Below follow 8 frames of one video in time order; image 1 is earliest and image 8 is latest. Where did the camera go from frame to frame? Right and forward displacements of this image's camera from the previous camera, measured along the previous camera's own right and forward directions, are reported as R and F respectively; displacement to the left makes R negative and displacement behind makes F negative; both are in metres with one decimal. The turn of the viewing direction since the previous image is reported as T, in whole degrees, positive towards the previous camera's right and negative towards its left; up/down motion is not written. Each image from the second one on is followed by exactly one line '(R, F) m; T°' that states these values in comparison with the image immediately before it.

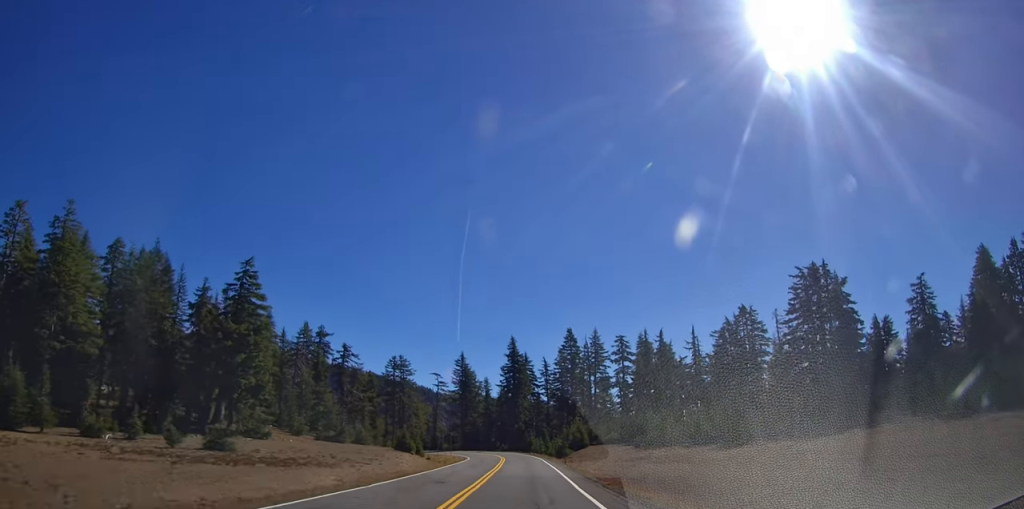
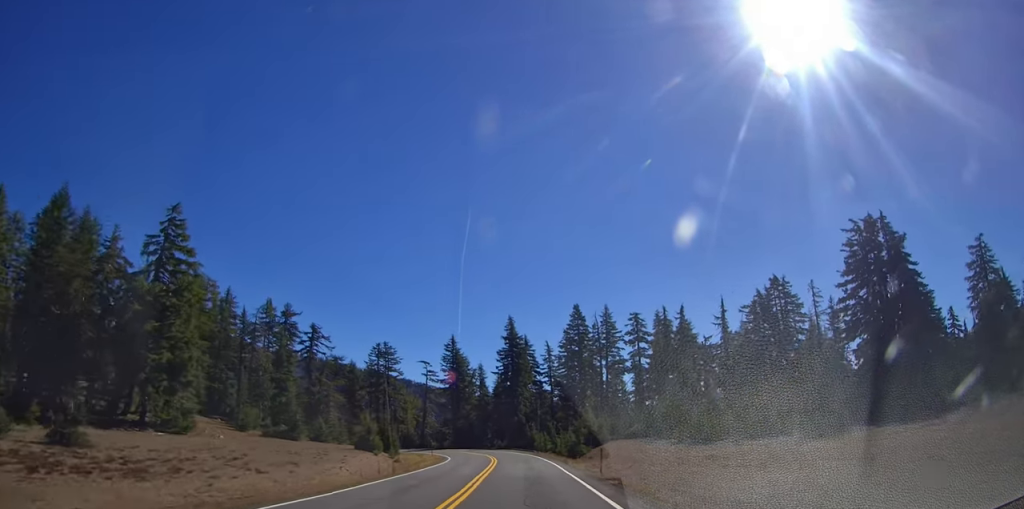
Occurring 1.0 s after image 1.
(0.0, +18.0) m; 0°
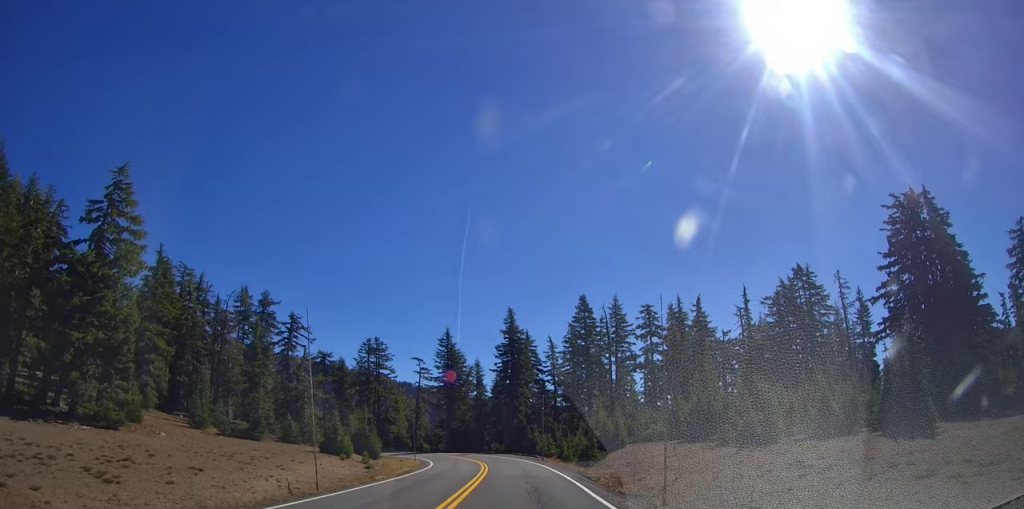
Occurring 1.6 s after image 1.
(0.0, +10.1) m; 0°
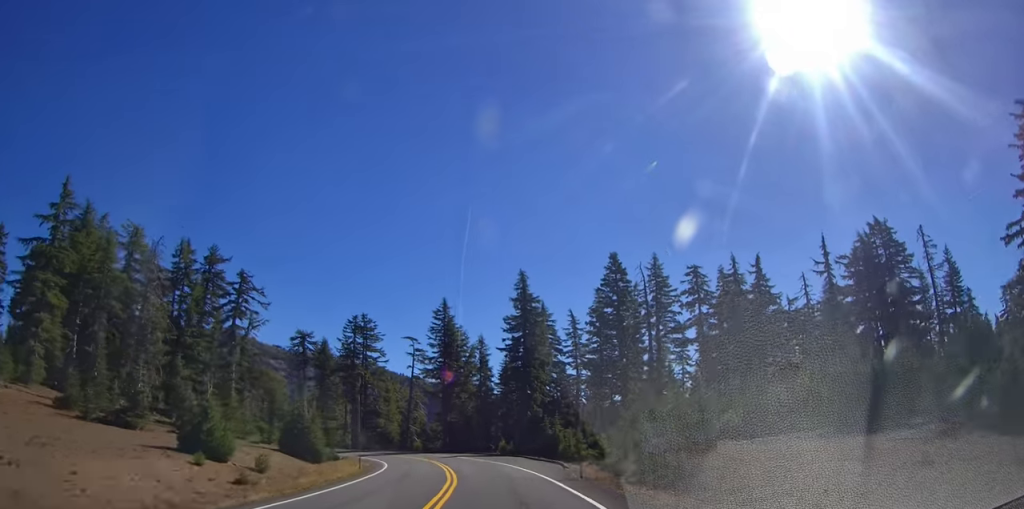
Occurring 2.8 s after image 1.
(0.0, +21.9) m; 0°
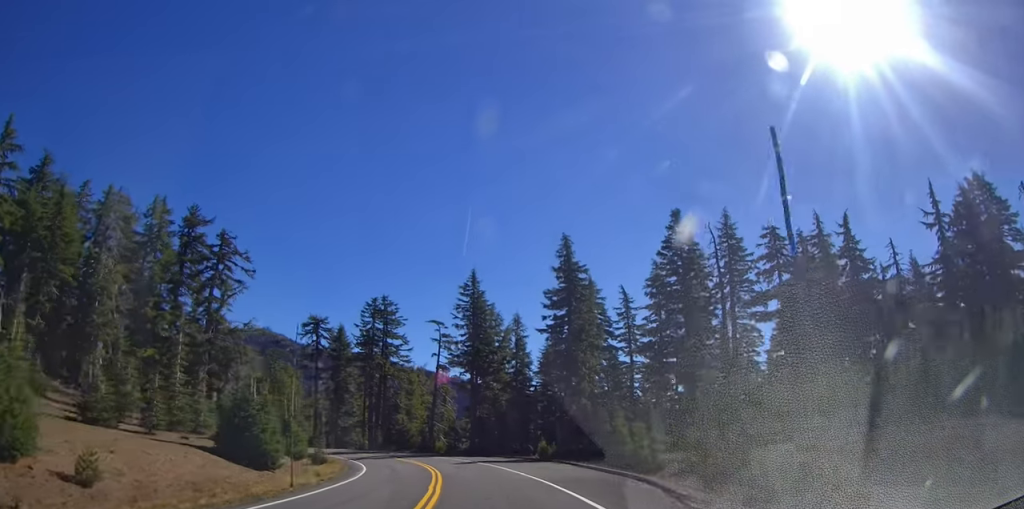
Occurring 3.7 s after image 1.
(0.0, +15.3) m; 0°
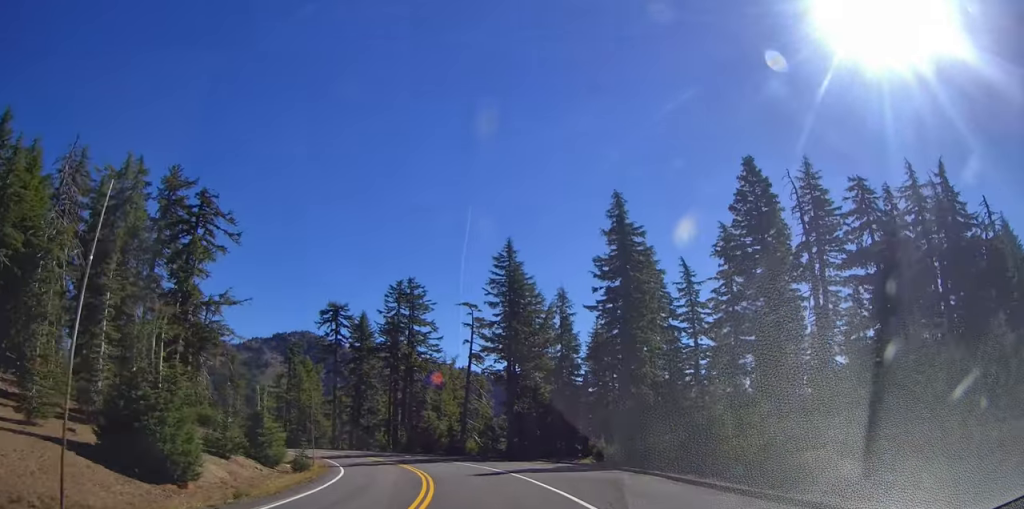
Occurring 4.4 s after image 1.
(0.0, +12.9) m; 0°
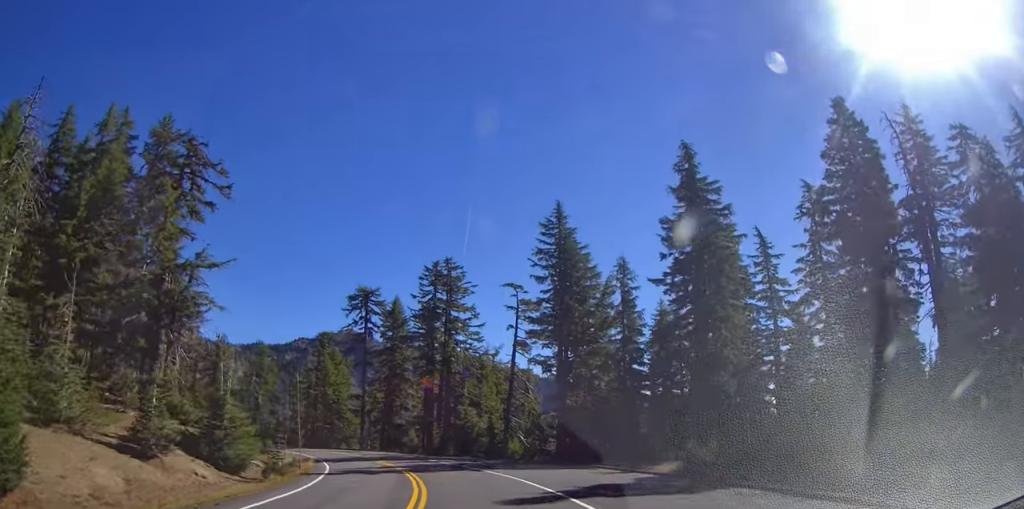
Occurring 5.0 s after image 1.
(0.0, +11.1) m; -1°
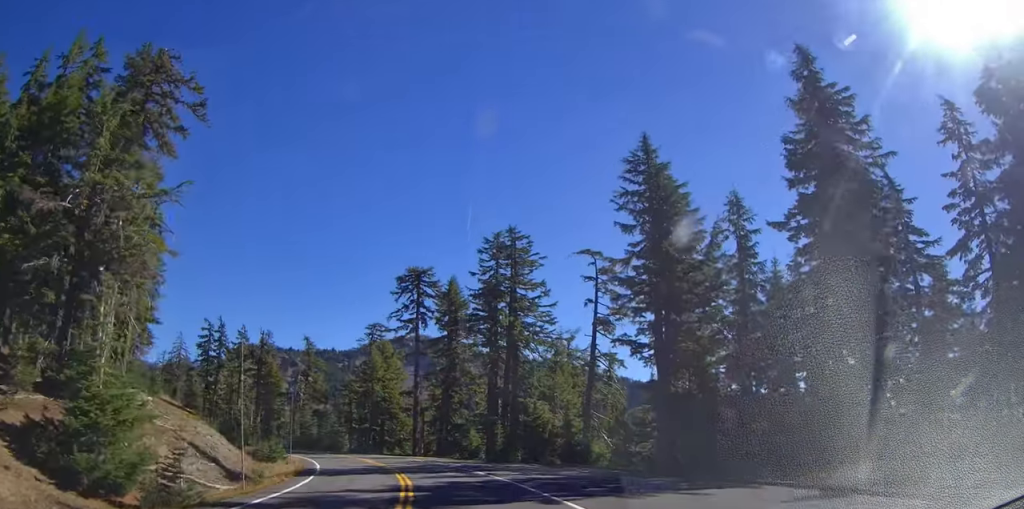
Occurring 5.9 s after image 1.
(-0.2, +12.7) m; -8°
